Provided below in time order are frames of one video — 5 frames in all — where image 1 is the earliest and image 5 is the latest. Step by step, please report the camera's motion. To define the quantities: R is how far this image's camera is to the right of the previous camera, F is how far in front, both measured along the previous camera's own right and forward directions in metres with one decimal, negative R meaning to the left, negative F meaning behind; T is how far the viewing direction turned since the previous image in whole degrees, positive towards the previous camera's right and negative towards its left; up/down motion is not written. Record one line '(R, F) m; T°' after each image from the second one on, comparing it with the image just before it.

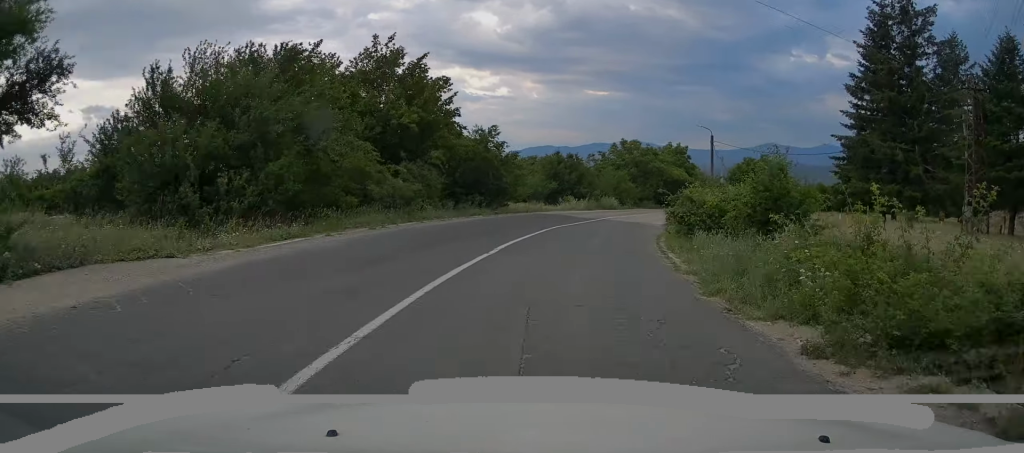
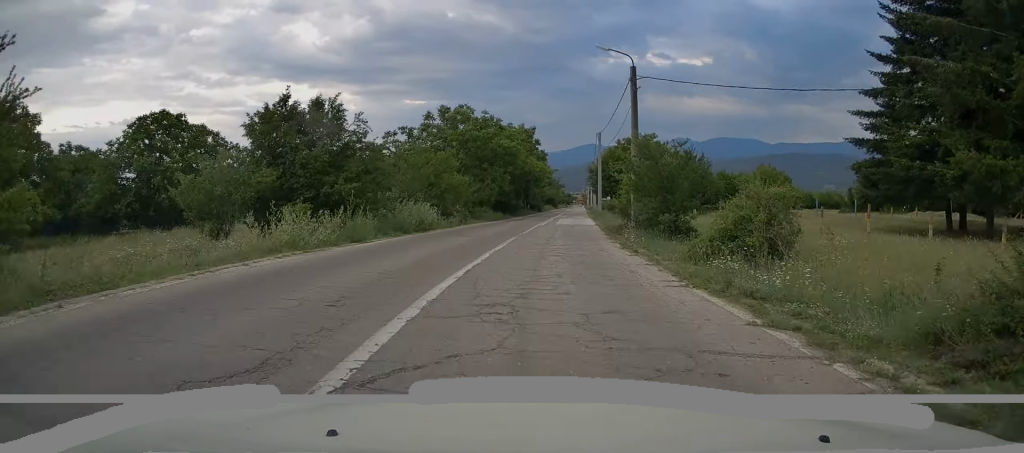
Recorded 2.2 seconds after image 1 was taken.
(+4.2, +31.2) m; +14°
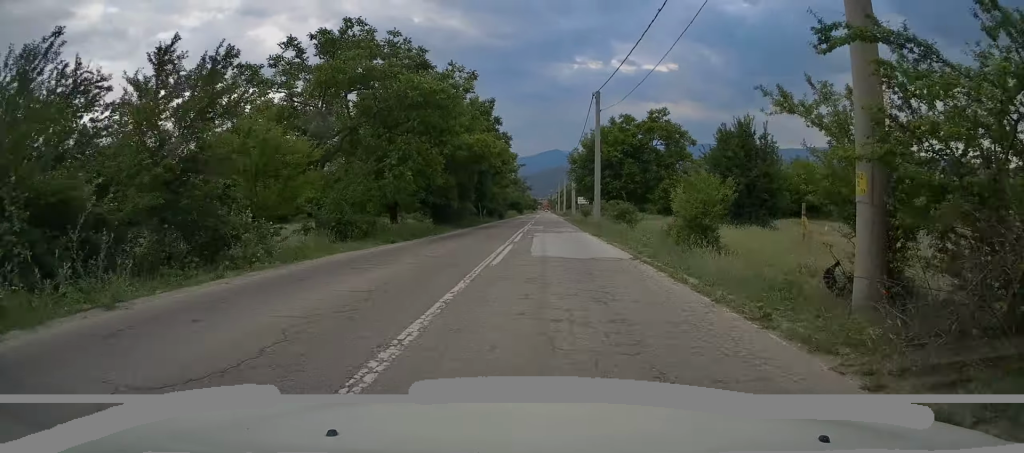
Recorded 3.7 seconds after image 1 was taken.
(+1.2, +21.4) m; +4°
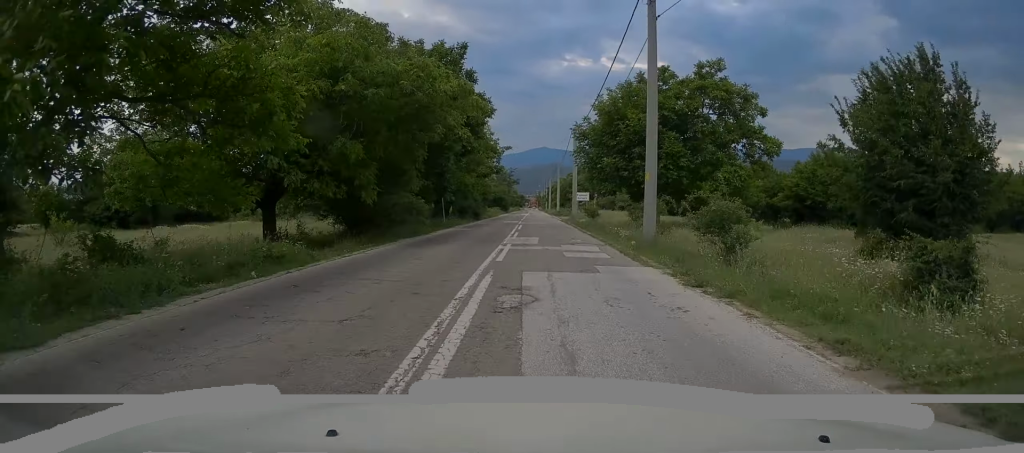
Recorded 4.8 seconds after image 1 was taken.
(+0.1, +16.8) m; +1°
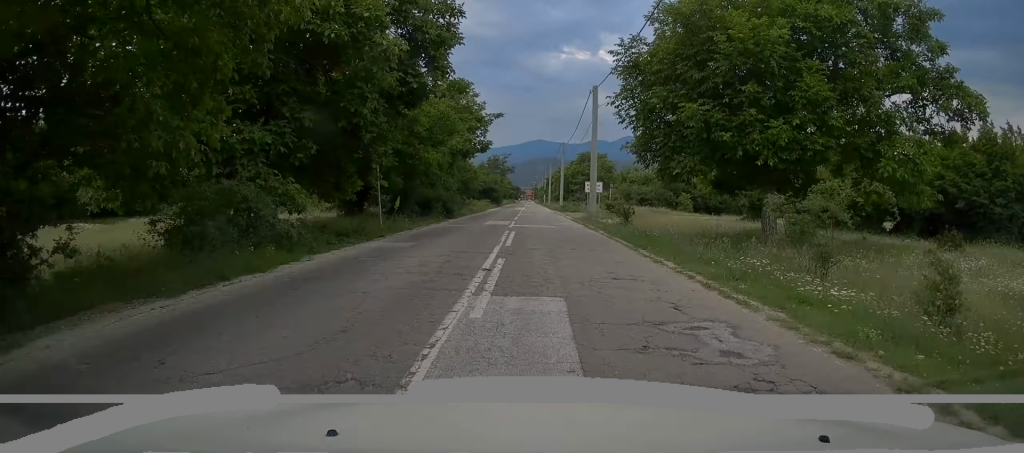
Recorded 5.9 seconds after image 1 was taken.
(+0.1, +15.5) m; +1°
